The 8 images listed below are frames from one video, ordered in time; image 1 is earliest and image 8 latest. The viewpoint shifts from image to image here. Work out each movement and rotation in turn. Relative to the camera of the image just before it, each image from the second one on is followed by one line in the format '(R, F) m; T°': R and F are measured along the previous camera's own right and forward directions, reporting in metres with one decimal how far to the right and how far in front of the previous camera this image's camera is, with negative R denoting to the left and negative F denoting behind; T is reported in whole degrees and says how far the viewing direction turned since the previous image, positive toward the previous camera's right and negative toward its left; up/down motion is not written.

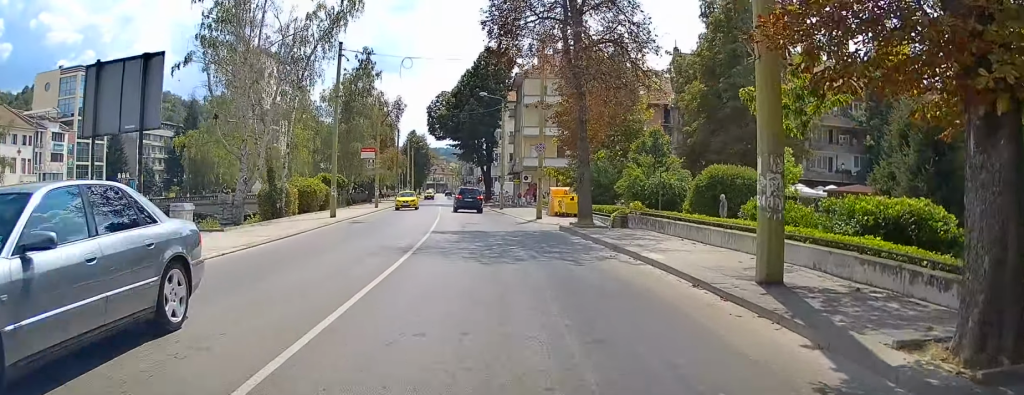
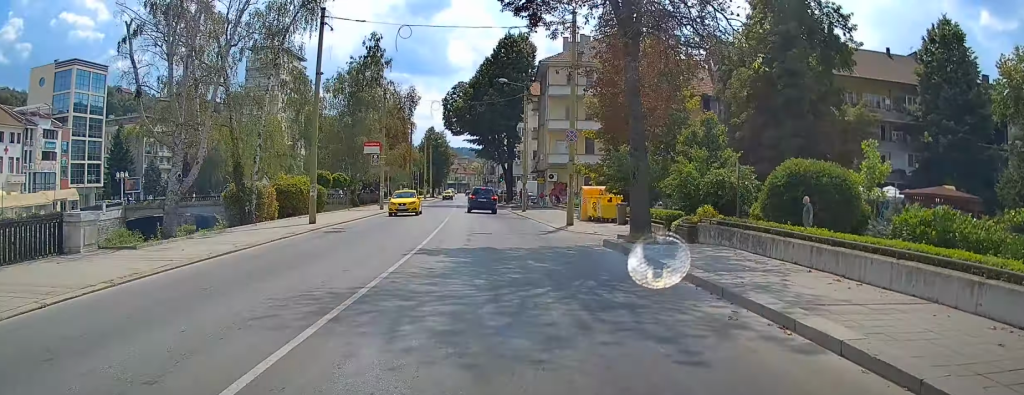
(0.0, +6.8) m; -2°
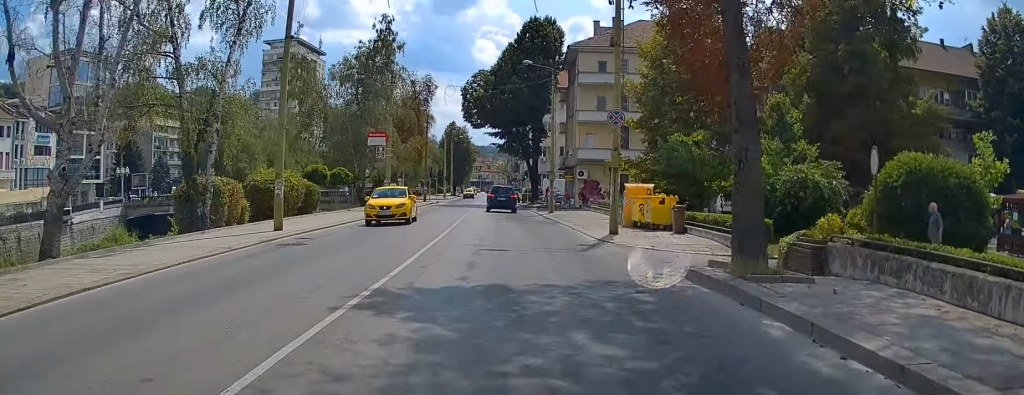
(0.0, +6.4) m; -1°
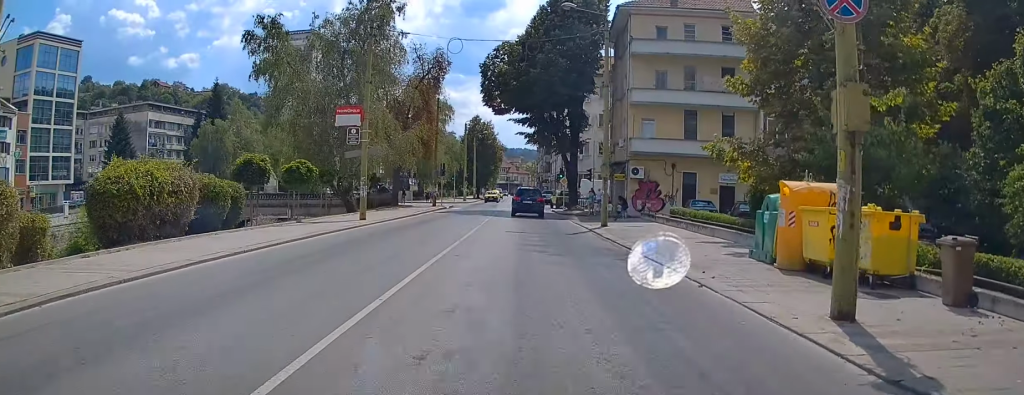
(-0.5, +14.1) m; -2°
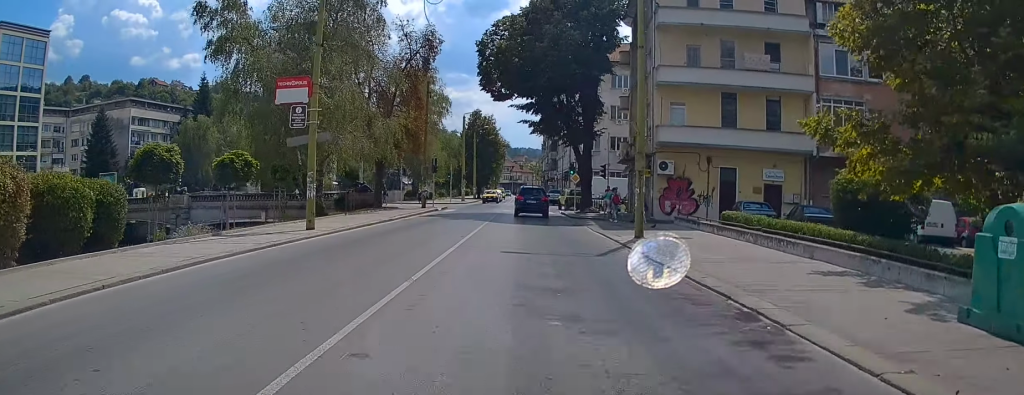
(0.0, +8.0) m; 0°
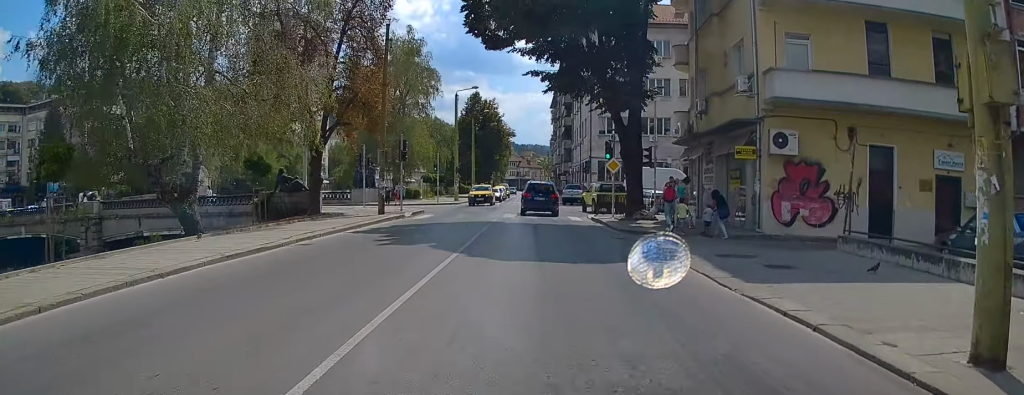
(0.0, +16.8) m; -1°
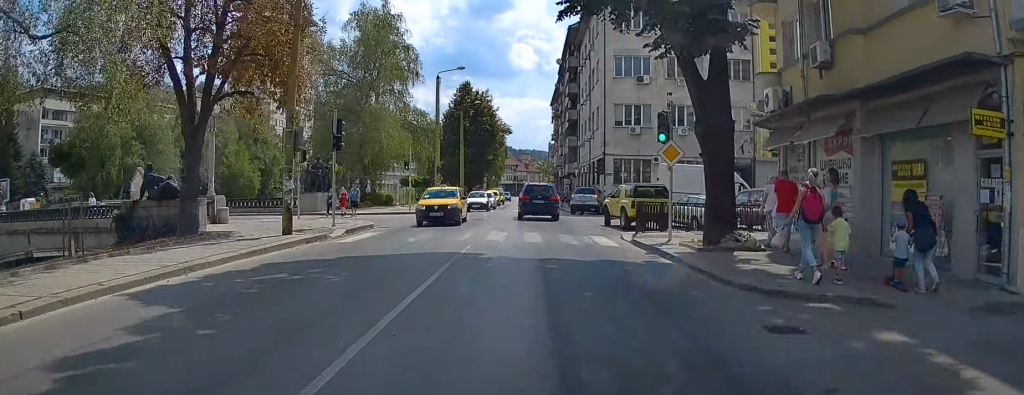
(-0.1, +12.9) m; -1°
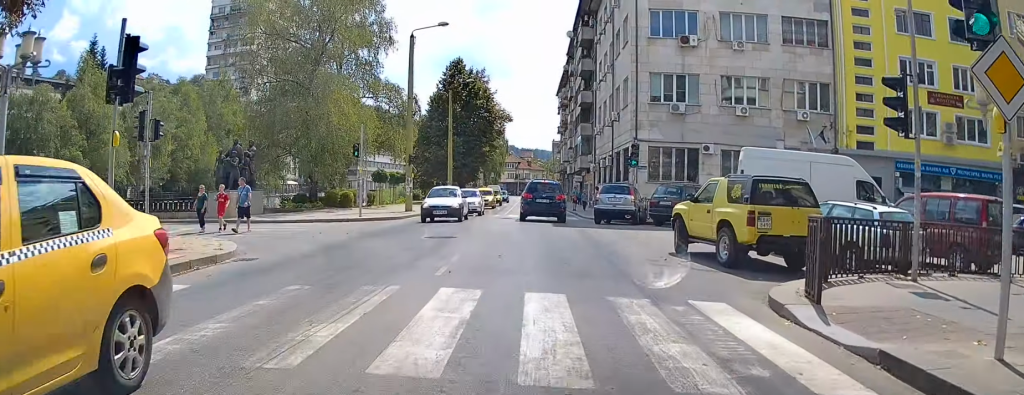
(-0.1, +14.0) m; +1°
